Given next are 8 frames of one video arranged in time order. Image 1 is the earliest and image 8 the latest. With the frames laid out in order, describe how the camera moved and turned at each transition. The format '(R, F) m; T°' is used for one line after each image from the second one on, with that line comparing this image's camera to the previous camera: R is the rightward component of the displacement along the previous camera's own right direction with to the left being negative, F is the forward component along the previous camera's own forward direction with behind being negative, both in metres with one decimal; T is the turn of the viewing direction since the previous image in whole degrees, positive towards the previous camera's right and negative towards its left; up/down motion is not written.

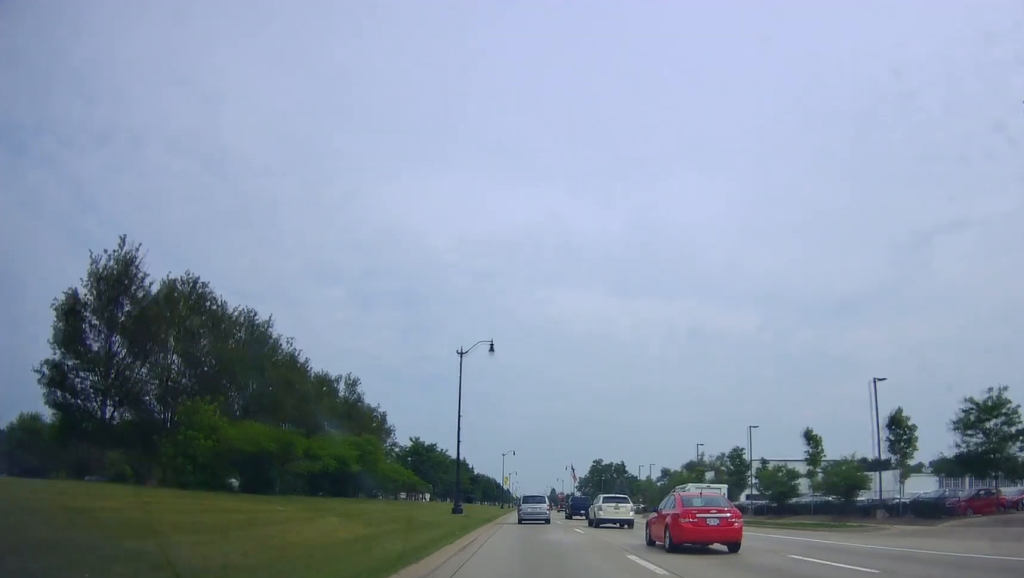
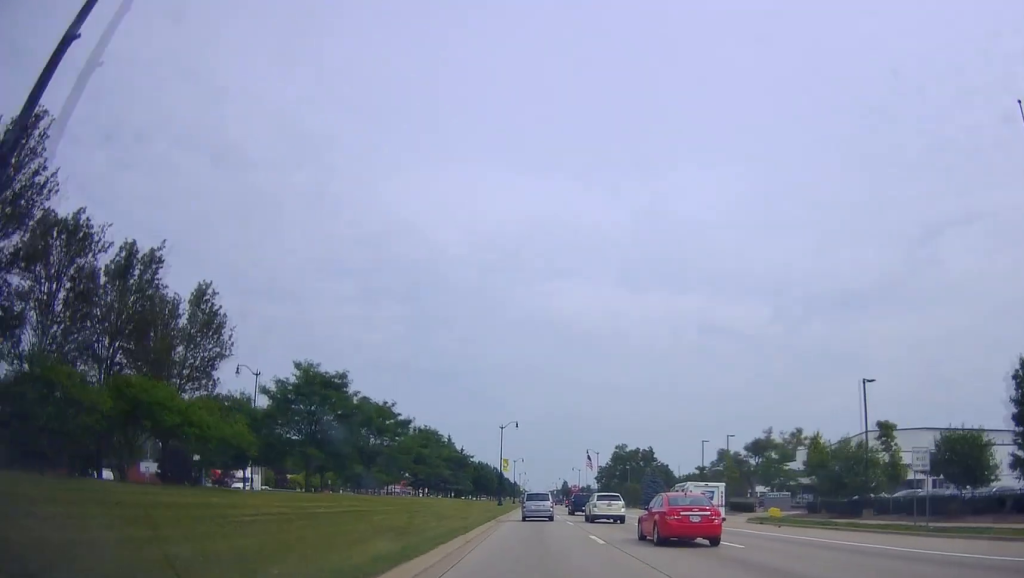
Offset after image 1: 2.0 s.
(+1.2, +36.6) m; +1°
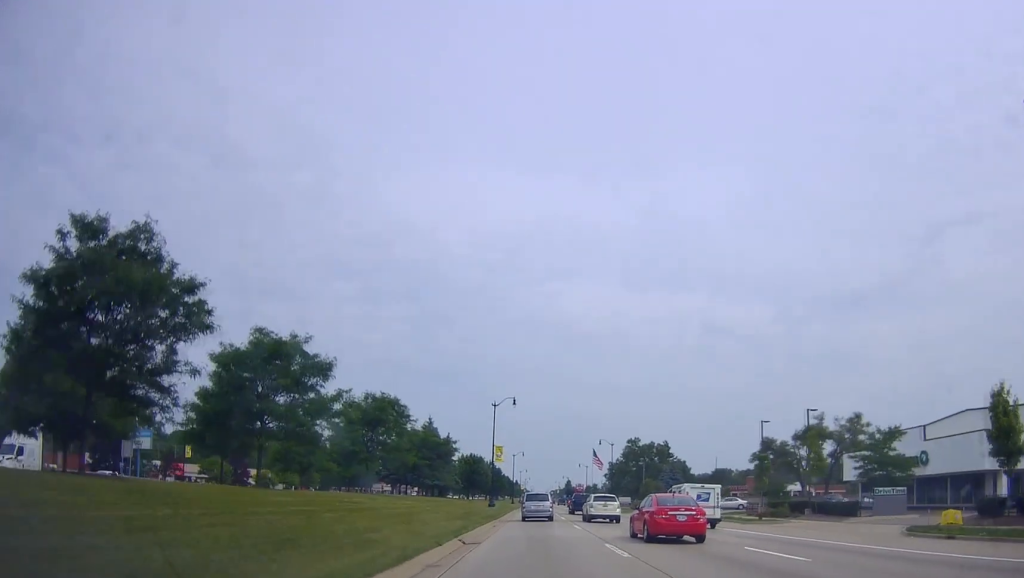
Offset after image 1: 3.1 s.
(-0.2, +19.7) m; -2°
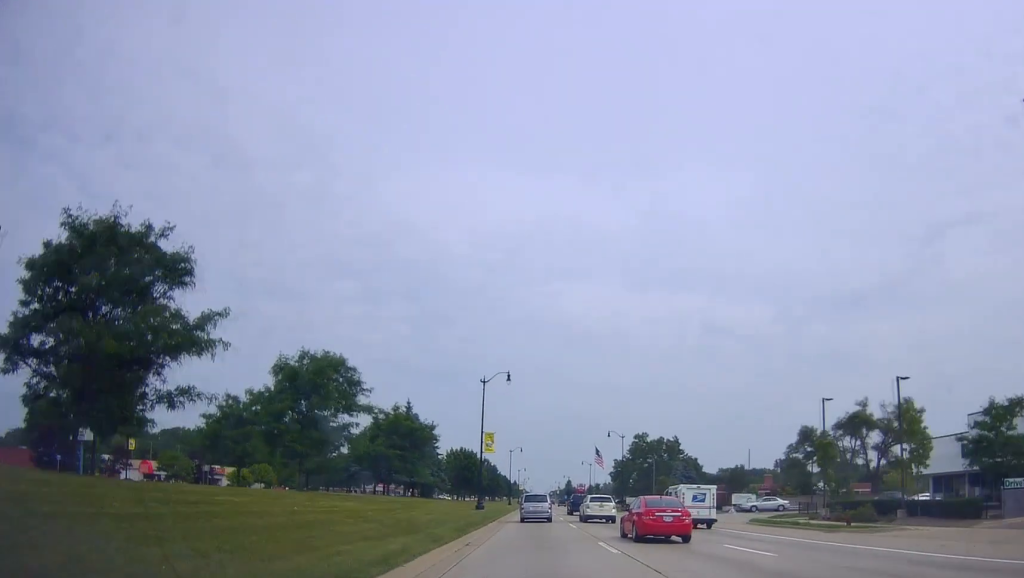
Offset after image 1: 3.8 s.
(-0.1, +13.1) m; -1°
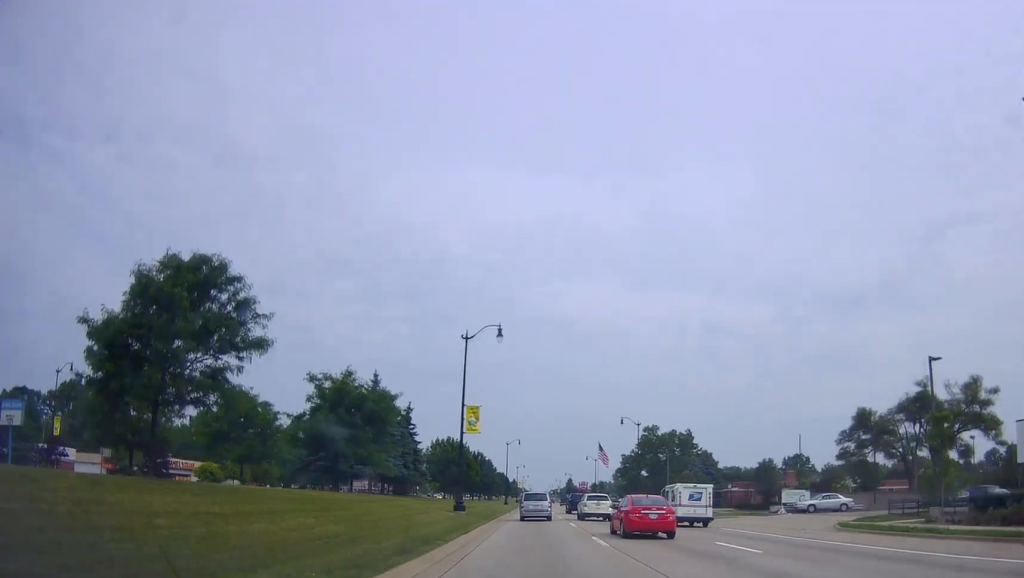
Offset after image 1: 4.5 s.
(-0.4, +13.8) m; +1°
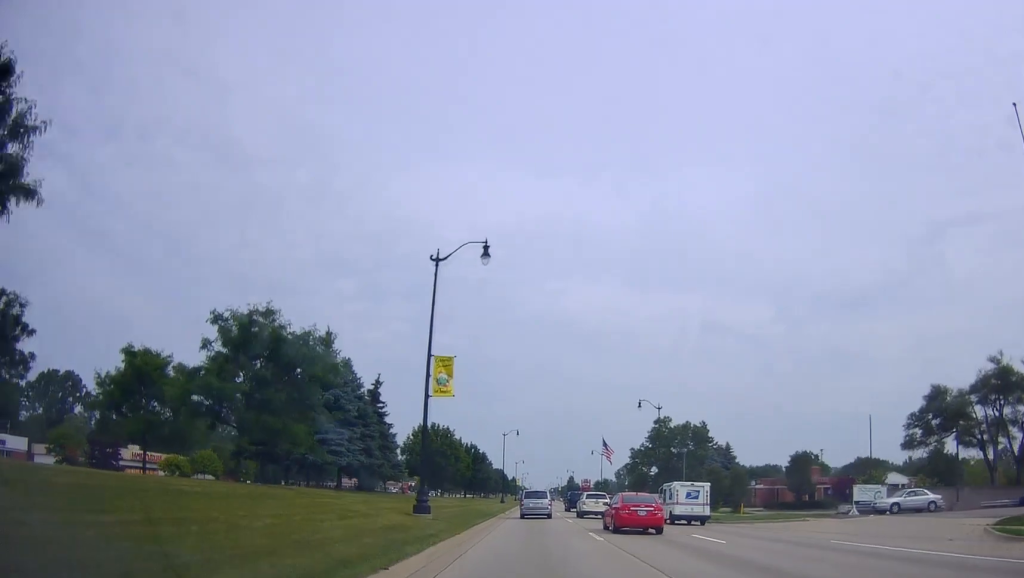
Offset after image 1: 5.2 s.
(+0.3, +12.5) m; +1°
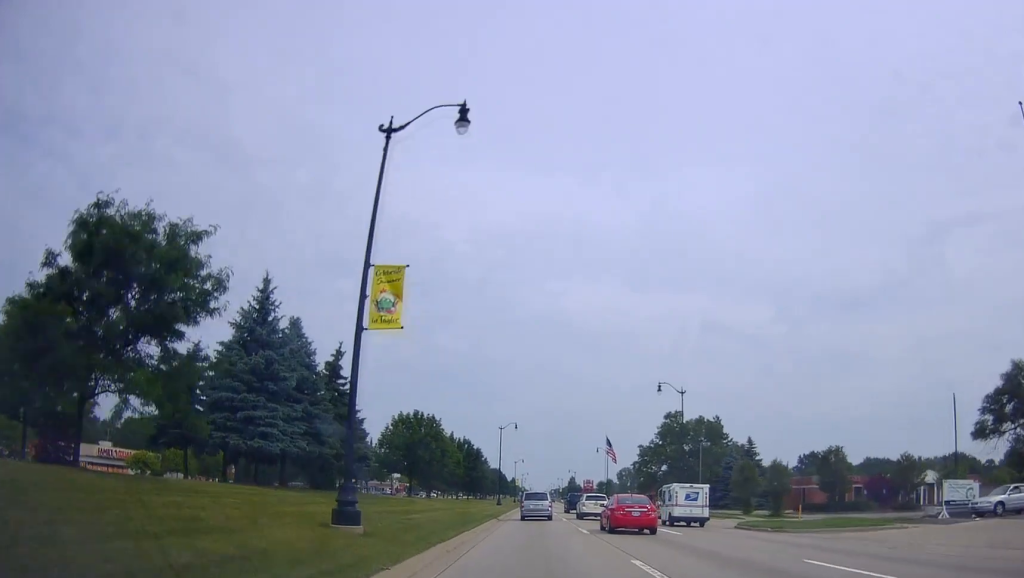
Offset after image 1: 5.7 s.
(+0.3, +10.0) m; +1°
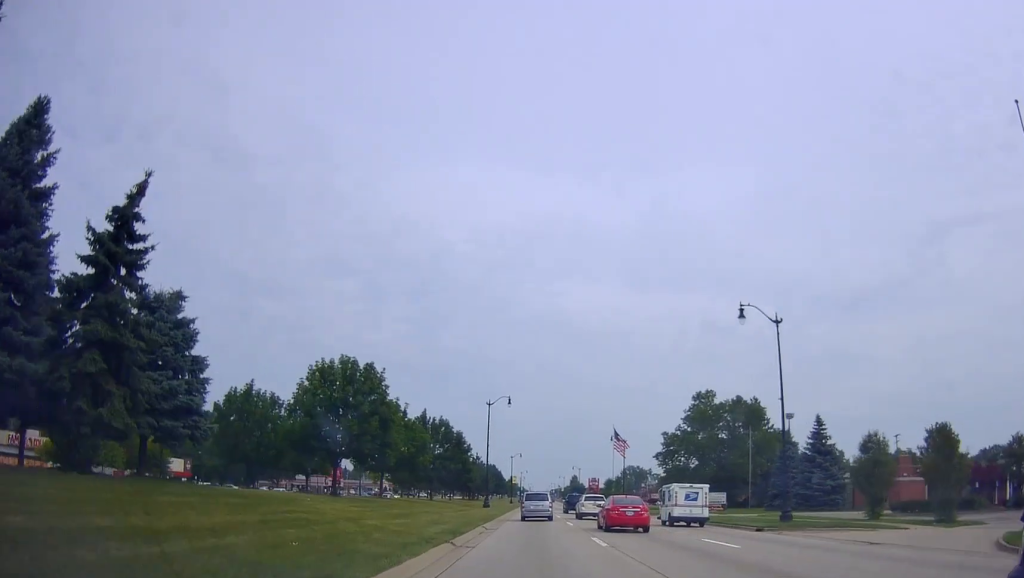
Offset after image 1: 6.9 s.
(-0.3, +22.0) m; 0°
